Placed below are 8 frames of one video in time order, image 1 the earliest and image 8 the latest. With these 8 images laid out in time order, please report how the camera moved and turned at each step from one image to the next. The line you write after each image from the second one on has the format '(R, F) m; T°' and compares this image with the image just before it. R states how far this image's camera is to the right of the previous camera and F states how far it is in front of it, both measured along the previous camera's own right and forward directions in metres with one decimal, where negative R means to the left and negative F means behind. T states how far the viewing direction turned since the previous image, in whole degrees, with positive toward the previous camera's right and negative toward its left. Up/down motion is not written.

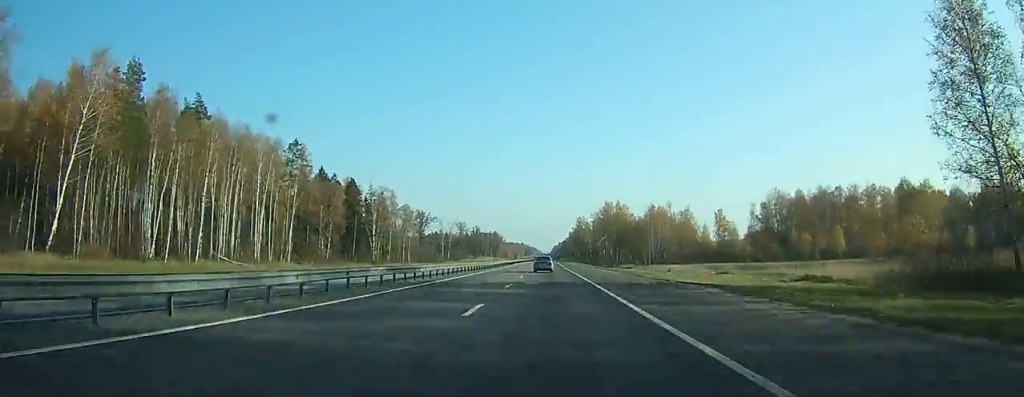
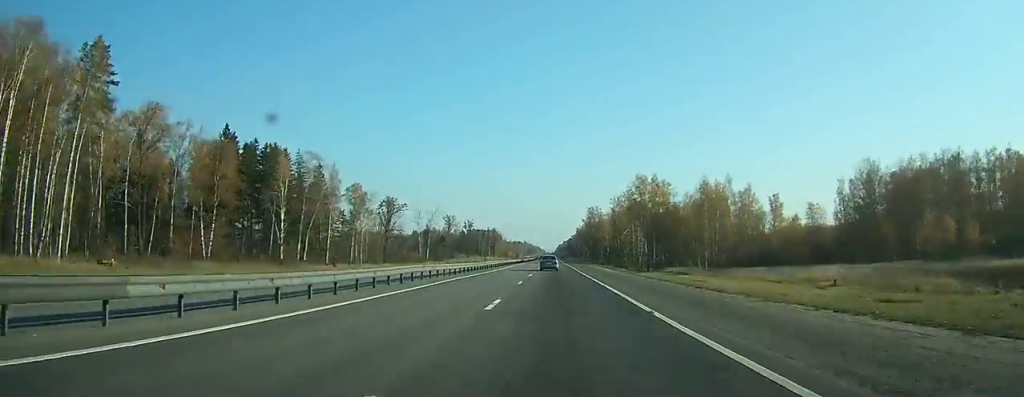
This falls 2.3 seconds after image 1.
(-0.4, +57.2) m; 0°
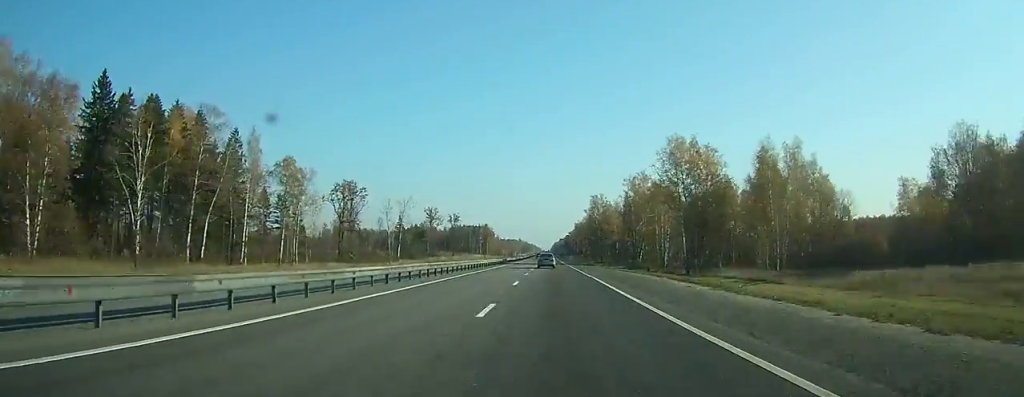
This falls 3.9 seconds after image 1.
(+0.1, +34.9) m; 0°
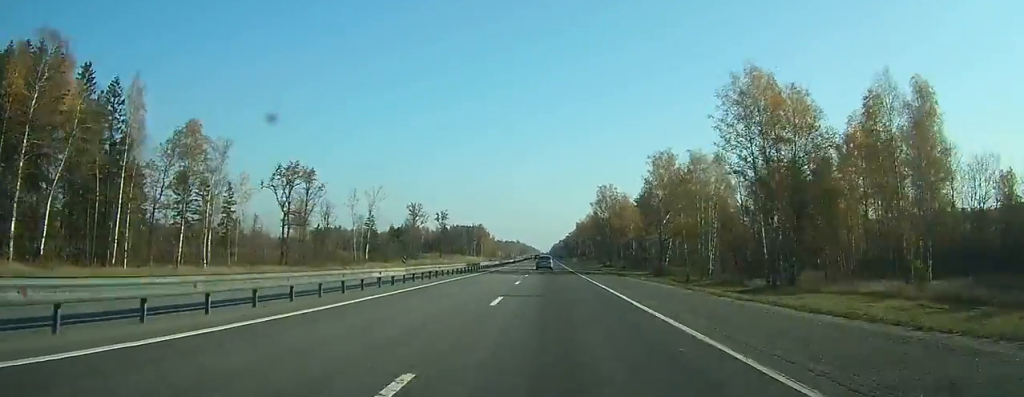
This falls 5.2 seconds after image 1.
(0.0, +30.6) m; 0°
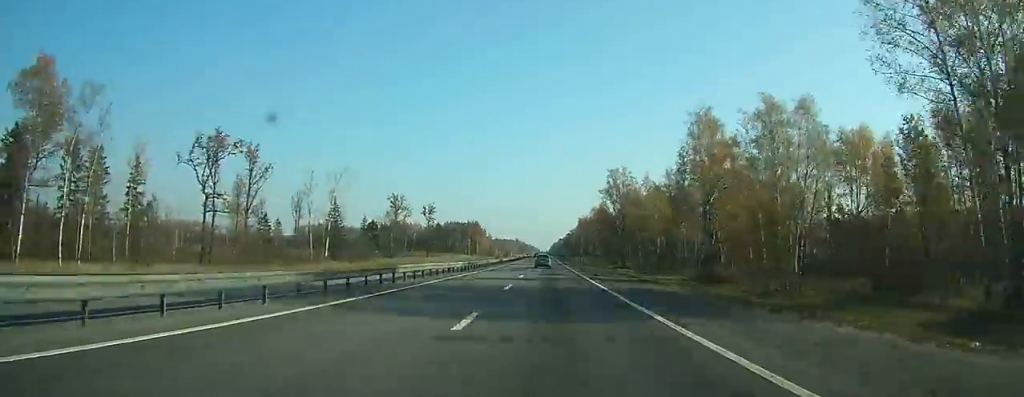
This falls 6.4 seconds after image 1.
(0.0, +28.0) m; 0°
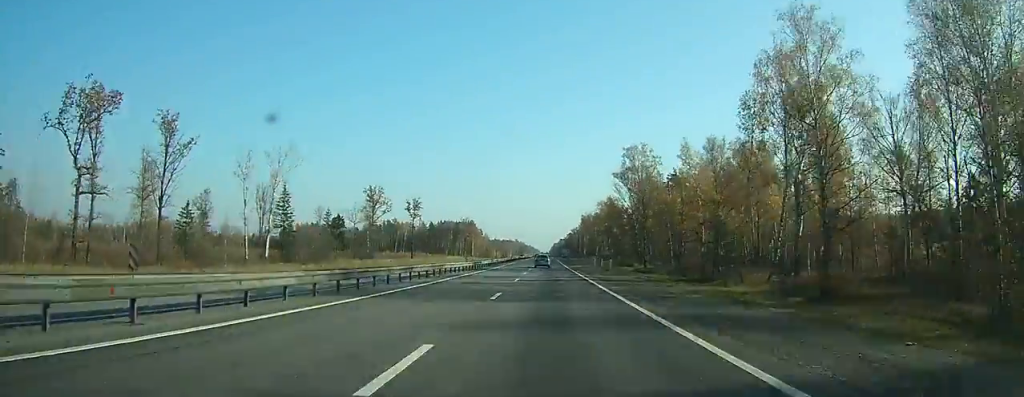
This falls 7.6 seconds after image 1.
(0.0, +28.6) m; 0°
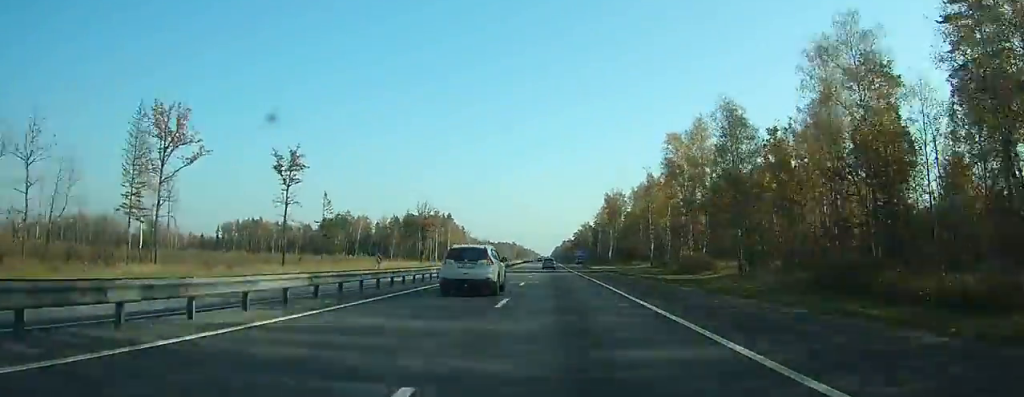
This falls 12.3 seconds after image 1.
(-0.3, +105.5) m; 0°
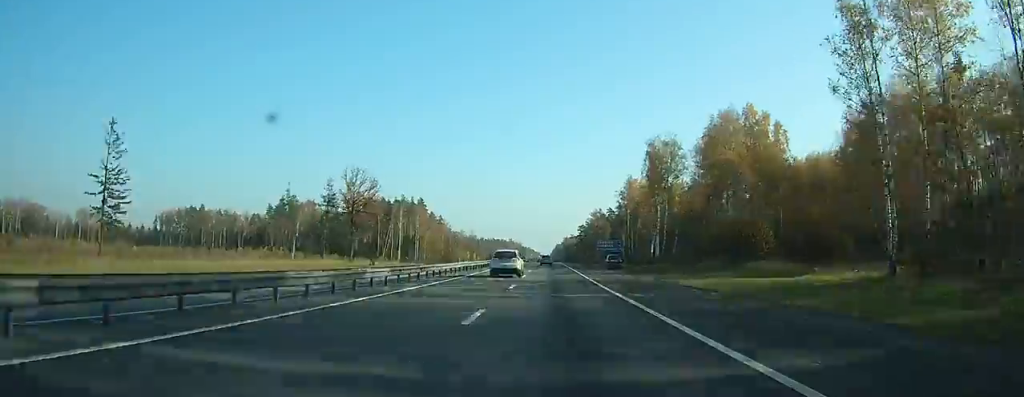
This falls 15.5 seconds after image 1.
(+0.3, +73.9) m; 0°
